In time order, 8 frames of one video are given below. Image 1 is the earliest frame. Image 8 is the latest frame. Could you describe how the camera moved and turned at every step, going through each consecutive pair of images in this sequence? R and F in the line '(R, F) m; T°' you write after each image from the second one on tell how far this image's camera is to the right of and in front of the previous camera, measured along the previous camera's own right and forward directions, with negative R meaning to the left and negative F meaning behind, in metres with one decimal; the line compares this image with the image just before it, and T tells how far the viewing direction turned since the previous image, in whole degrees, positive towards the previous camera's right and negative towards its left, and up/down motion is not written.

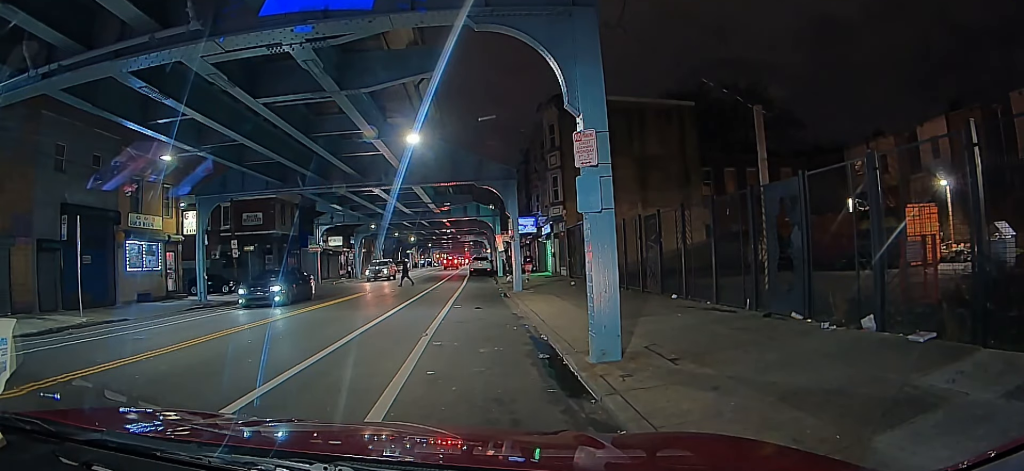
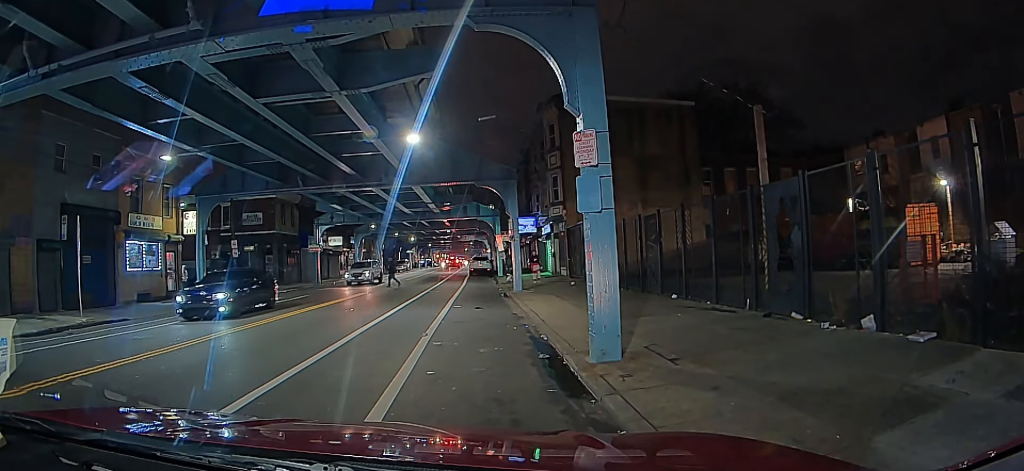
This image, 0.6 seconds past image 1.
(0.0, 0.0) m; 0°
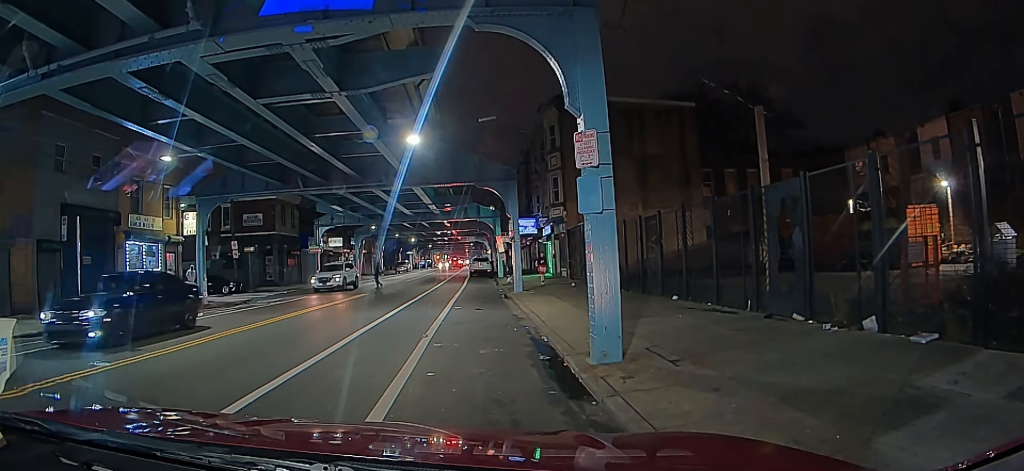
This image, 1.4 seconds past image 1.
(0.0, 0.0) m; 0°
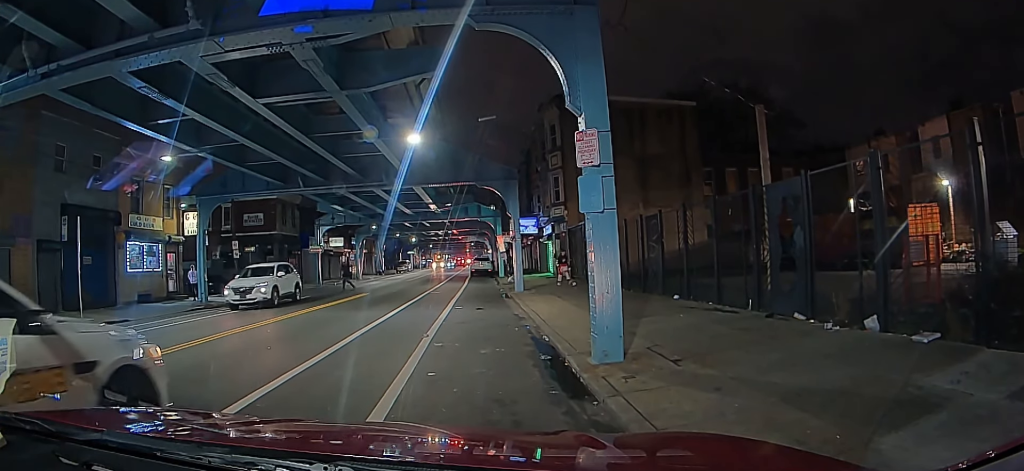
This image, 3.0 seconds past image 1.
(+0.1, +0.5) m; 0°
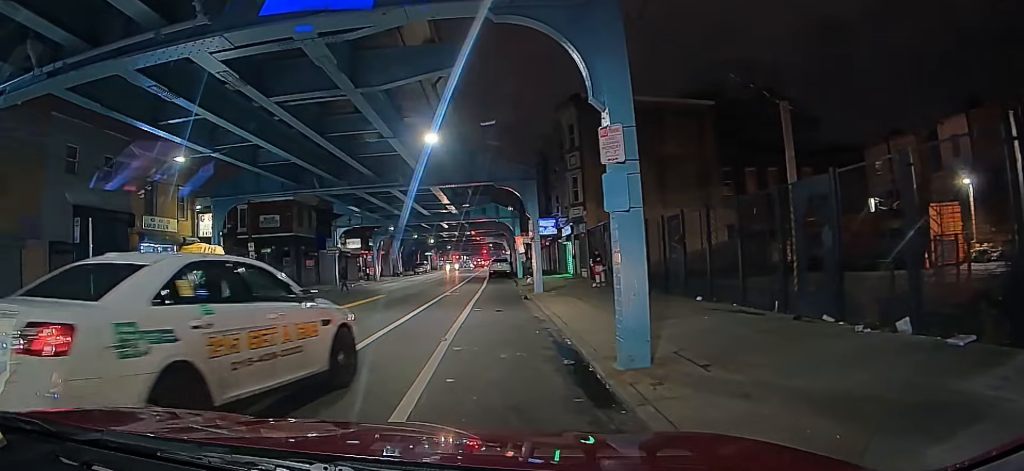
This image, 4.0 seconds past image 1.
(+0.1, +0.9) m; 0°
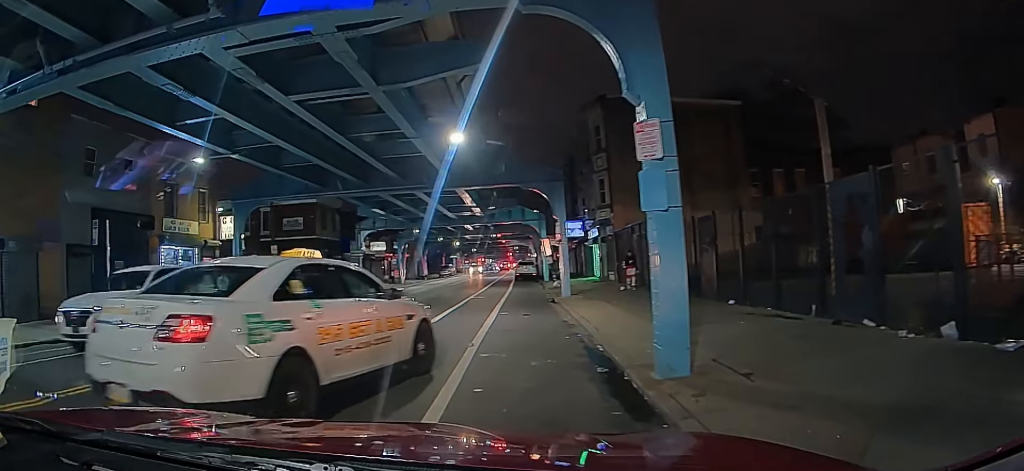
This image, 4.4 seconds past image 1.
(0.0, +0.5) m; 0°
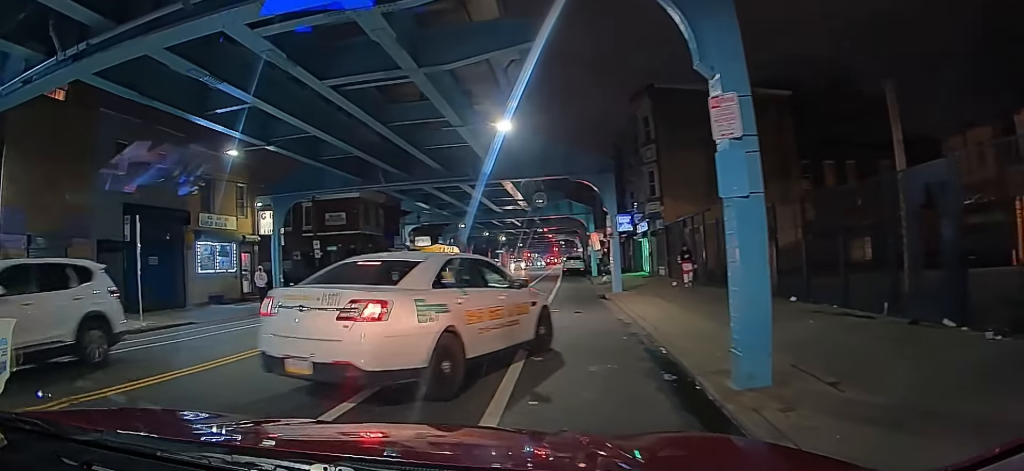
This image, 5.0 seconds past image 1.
(0.0, +1.1) m; -2°
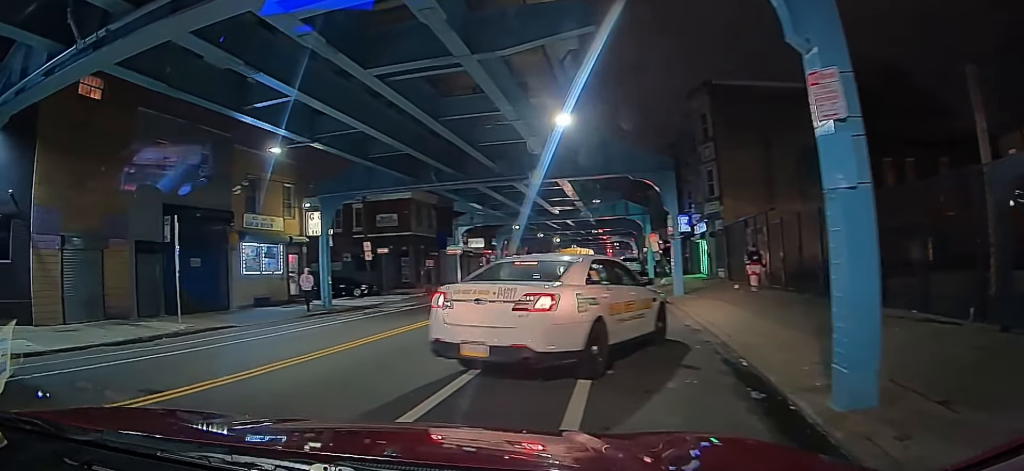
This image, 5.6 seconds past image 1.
(0.0, +1.6) m; -2°
